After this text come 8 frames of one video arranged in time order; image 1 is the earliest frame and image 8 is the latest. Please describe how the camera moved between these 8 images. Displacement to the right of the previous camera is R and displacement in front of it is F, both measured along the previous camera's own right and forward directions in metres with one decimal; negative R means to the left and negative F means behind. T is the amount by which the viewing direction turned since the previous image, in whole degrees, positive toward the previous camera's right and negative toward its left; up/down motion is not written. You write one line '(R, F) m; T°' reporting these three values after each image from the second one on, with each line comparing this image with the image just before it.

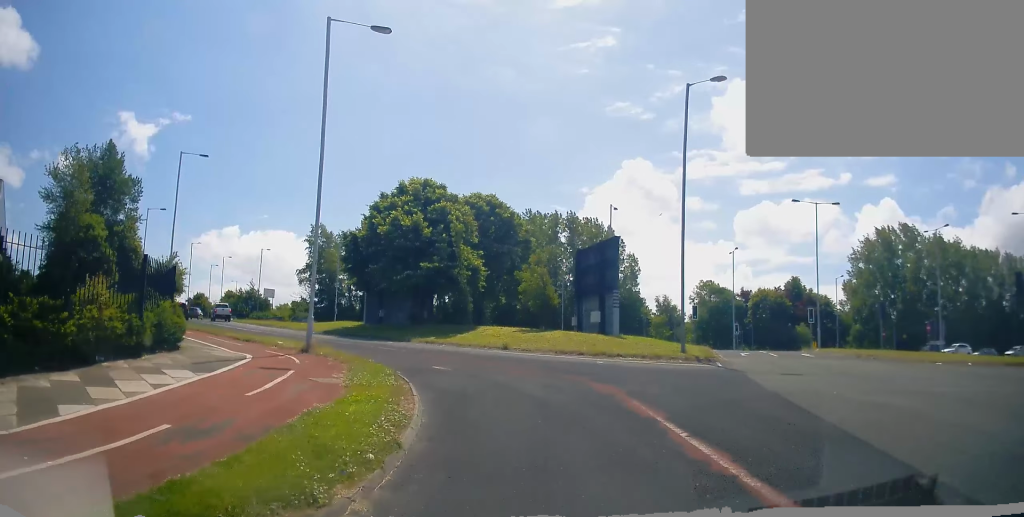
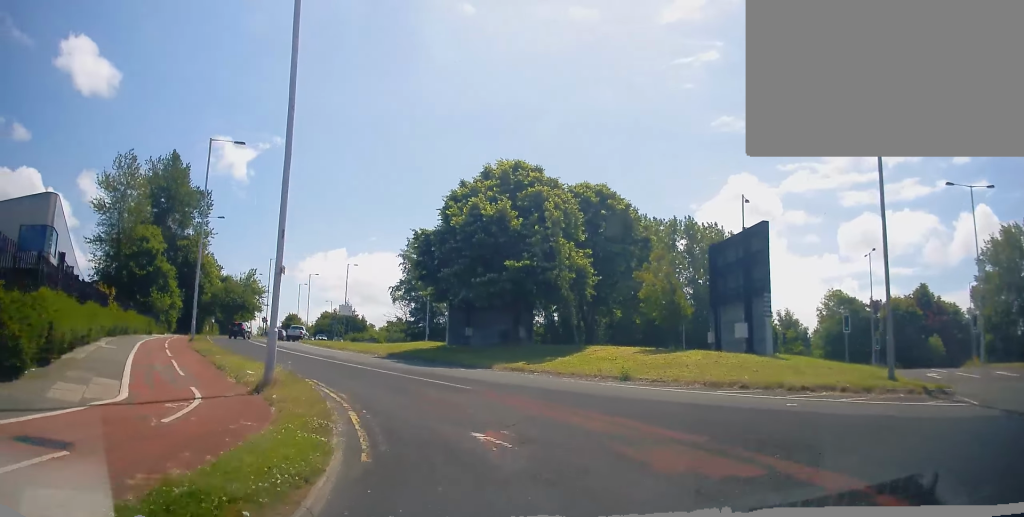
(-1.0, +8.7) m; -13°
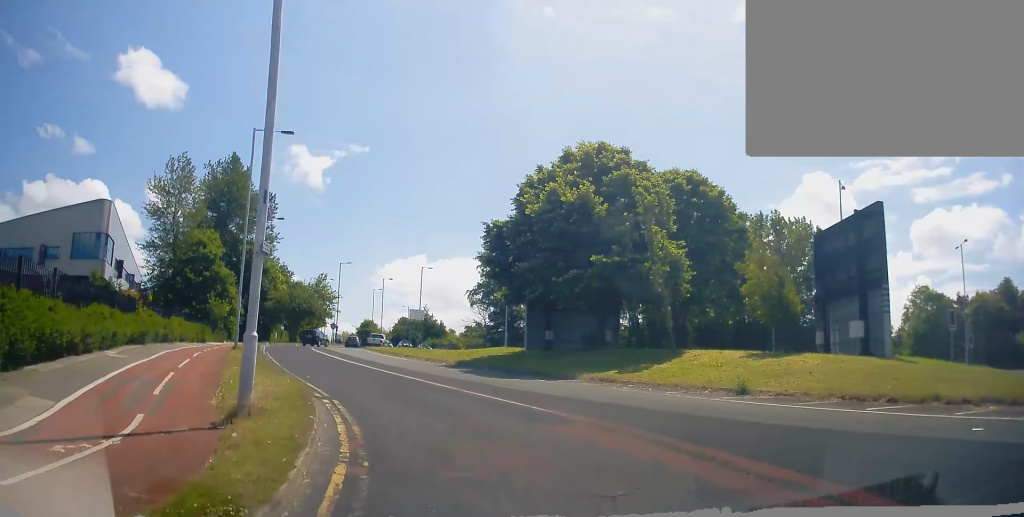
(-0.2, +3.7) m; -7°
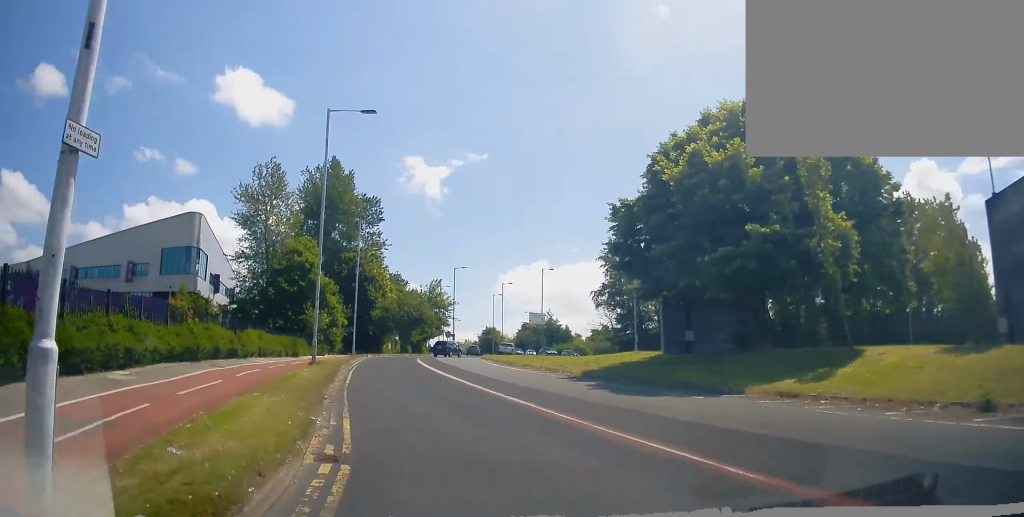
(-0.5, +5.3) m; -9°
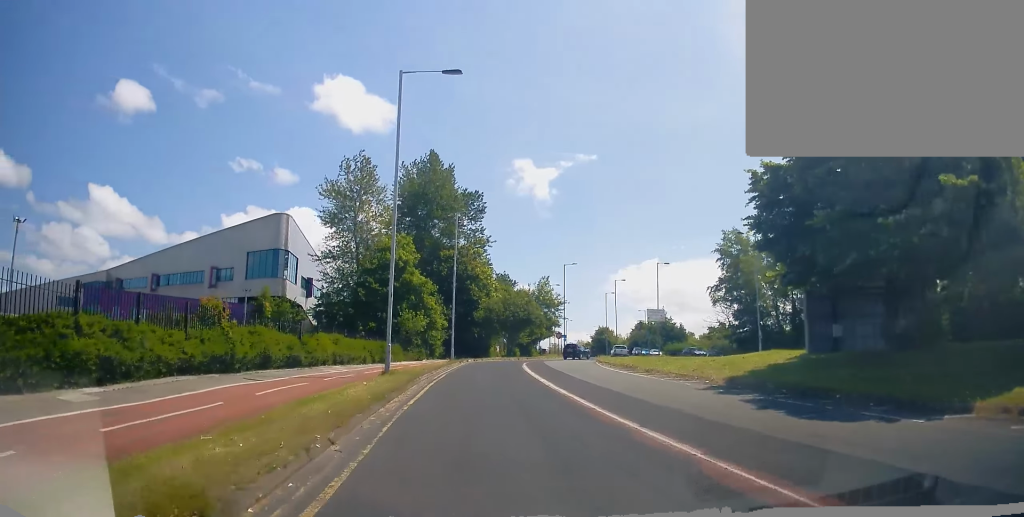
(-0.5, +5.3) m; -8°
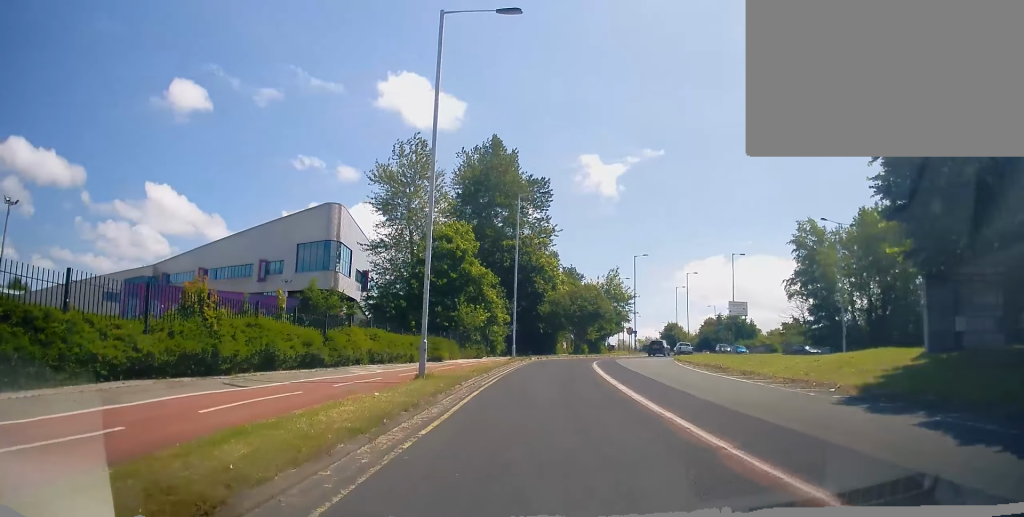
(0.0, +4.8) m; -5°
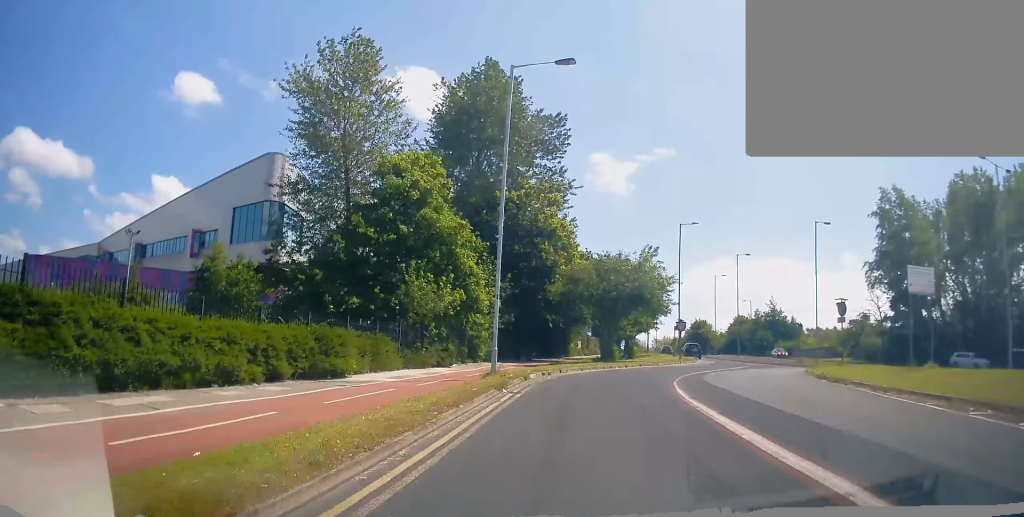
(-1.6, +21.0) m; -2°
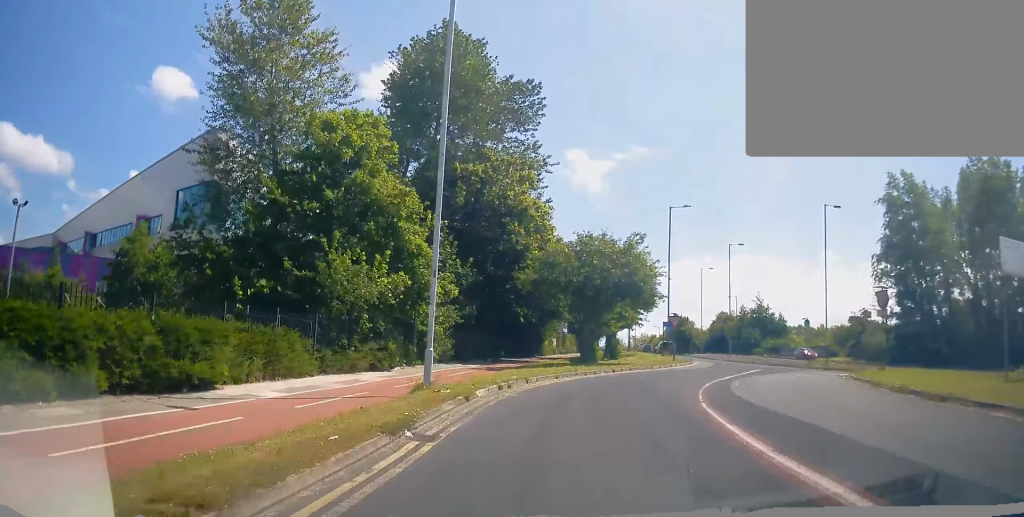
(+0.1, +6.6) m; +2°
